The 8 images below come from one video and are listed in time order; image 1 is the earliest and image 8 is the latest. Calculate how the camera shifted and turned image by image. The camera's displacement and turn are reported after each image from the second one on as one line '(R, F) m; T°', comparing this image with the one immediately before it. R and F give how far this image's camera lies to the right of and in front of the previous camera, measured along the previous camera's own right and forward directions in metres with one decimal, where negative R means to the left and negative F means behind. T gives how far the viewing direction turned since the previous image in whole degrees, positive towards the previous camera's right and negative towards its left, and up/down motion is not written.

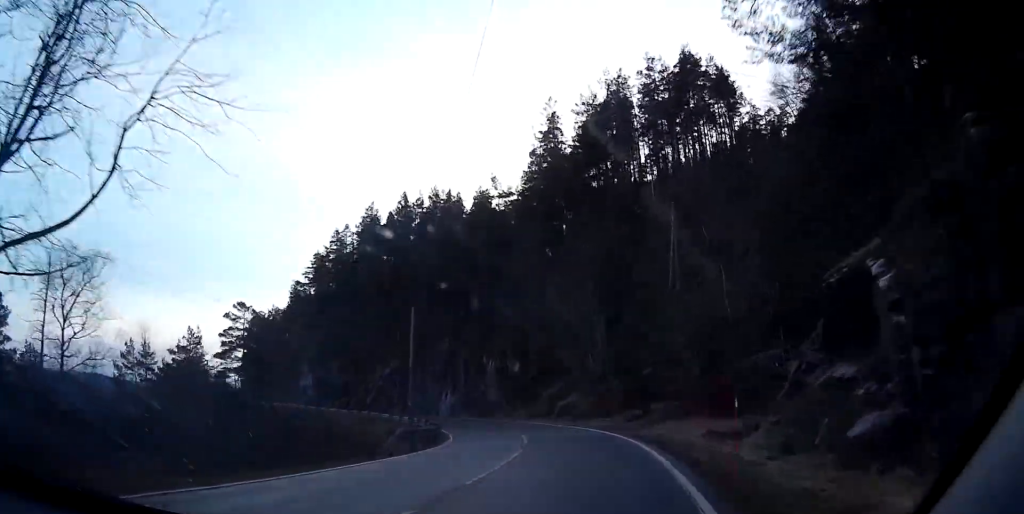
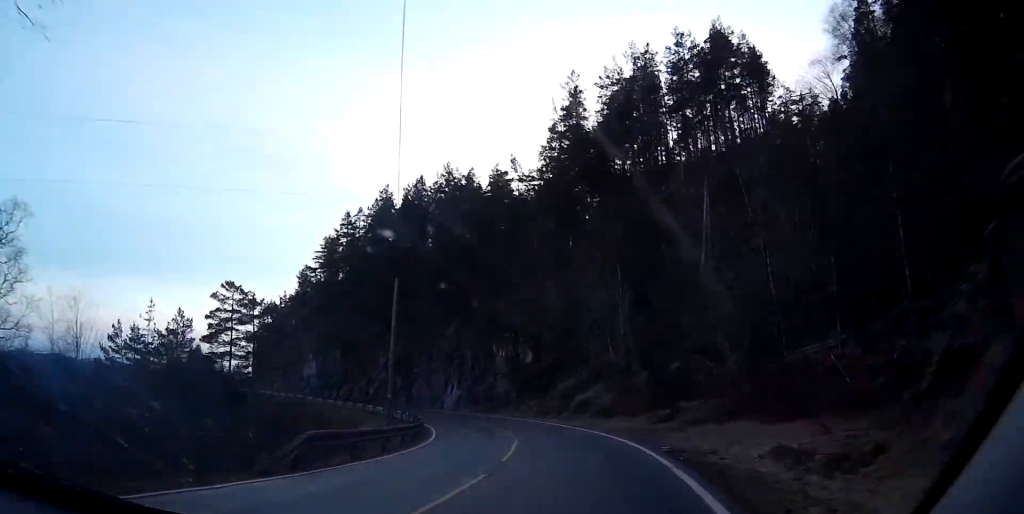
(-0.3, +7.4) m; -4°
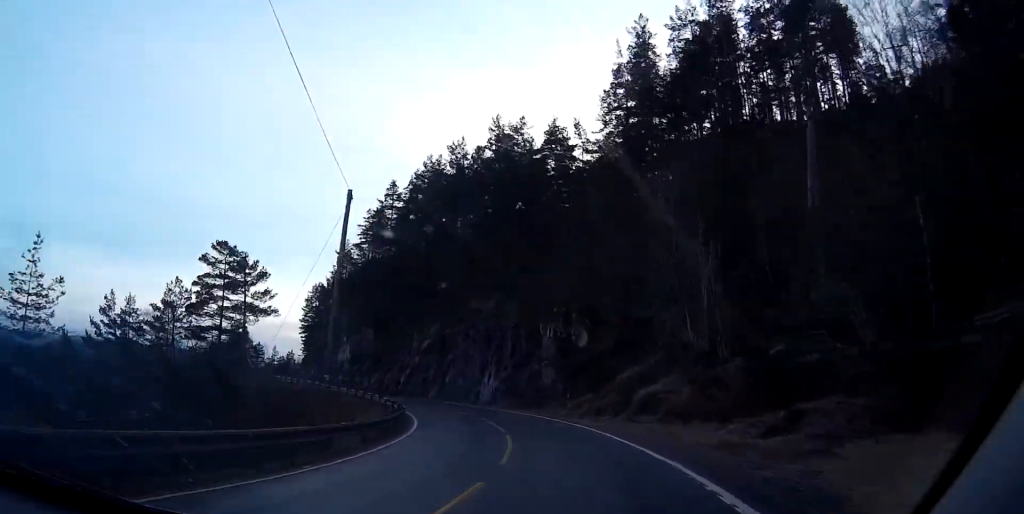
(-0.8, +14.1) m; -7°
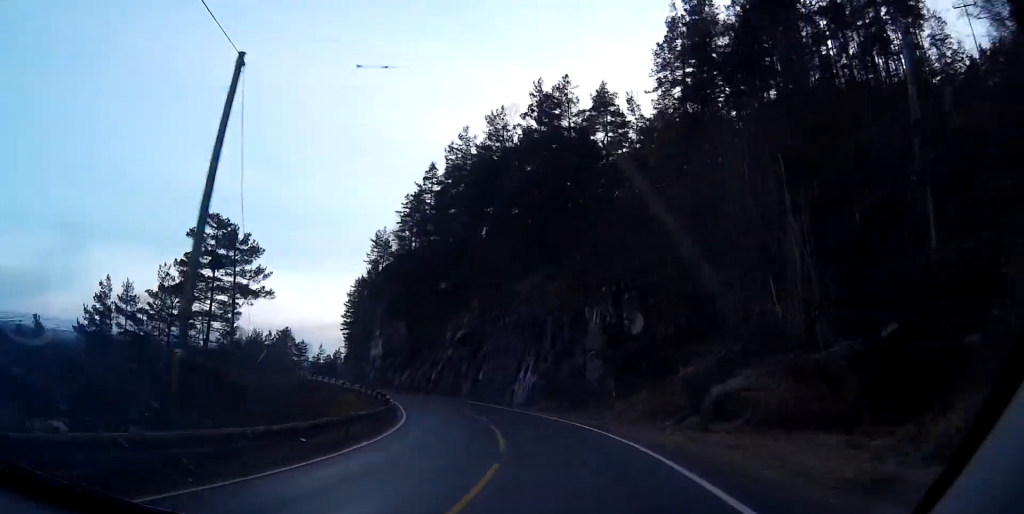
(-0.7, +9.8) m; -4°
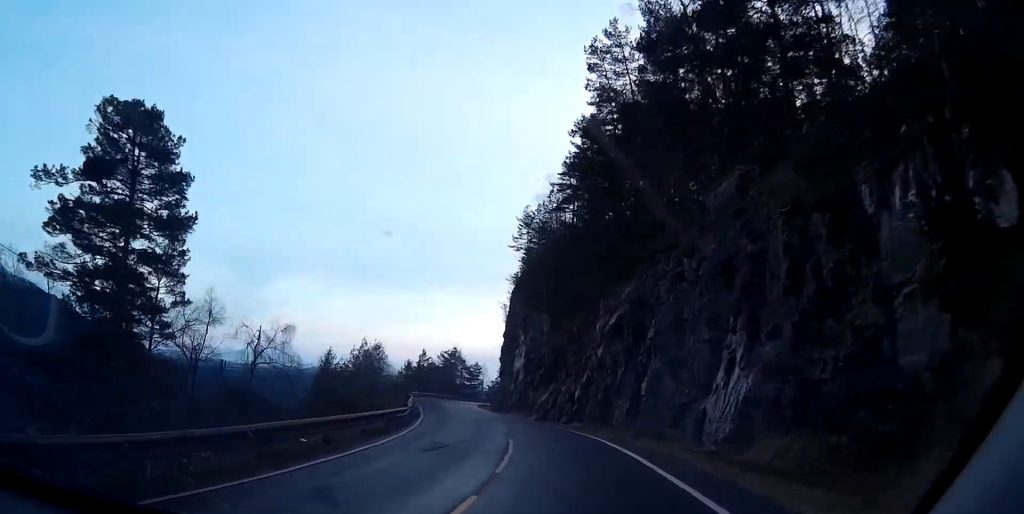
(-2.9, +27.5) m; -12°
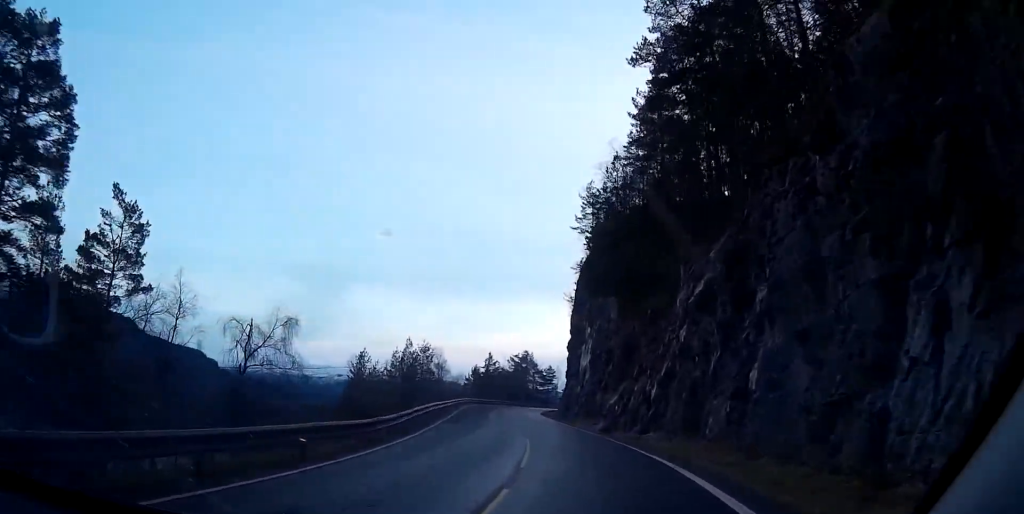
(-0.4, +11.4) m; -4°
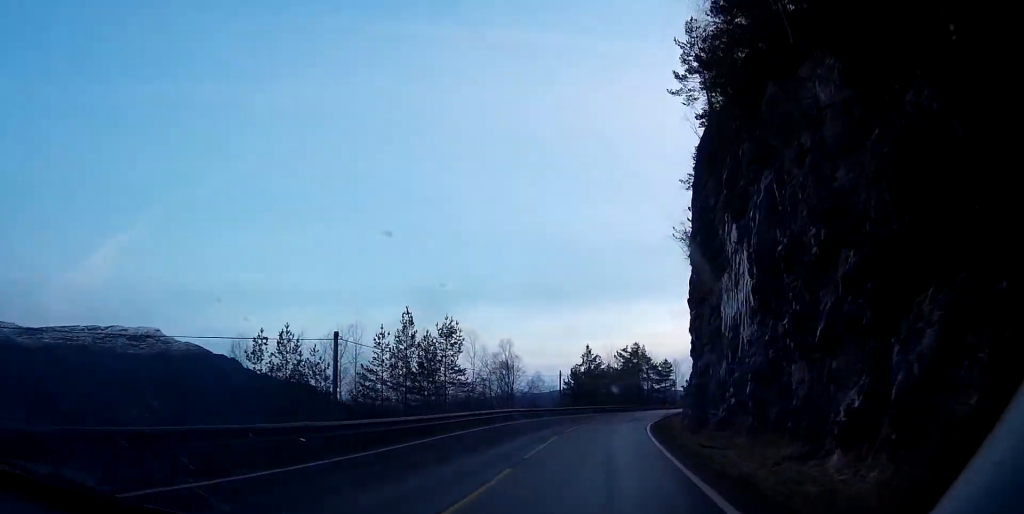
(-3.0, +34.2) m; -9°
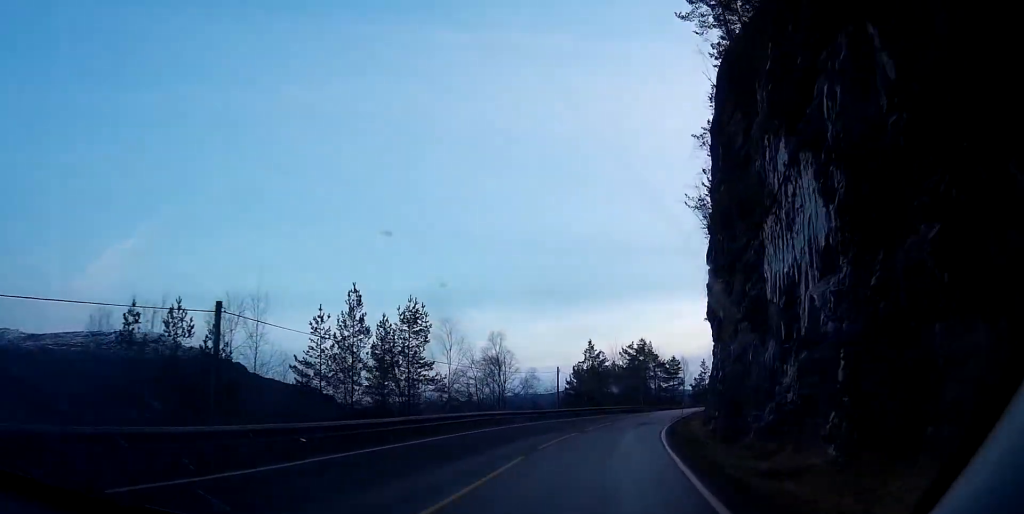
(-0.3, +9.3) m; -1°
